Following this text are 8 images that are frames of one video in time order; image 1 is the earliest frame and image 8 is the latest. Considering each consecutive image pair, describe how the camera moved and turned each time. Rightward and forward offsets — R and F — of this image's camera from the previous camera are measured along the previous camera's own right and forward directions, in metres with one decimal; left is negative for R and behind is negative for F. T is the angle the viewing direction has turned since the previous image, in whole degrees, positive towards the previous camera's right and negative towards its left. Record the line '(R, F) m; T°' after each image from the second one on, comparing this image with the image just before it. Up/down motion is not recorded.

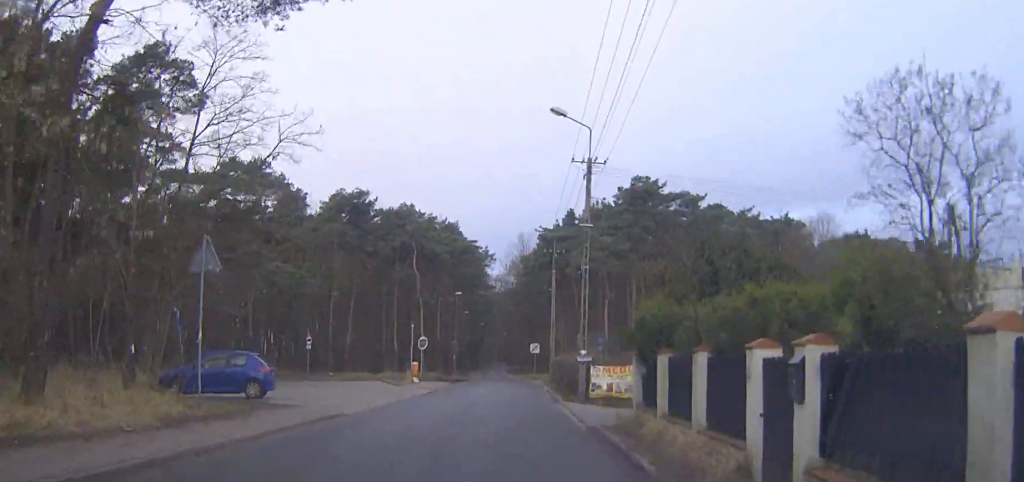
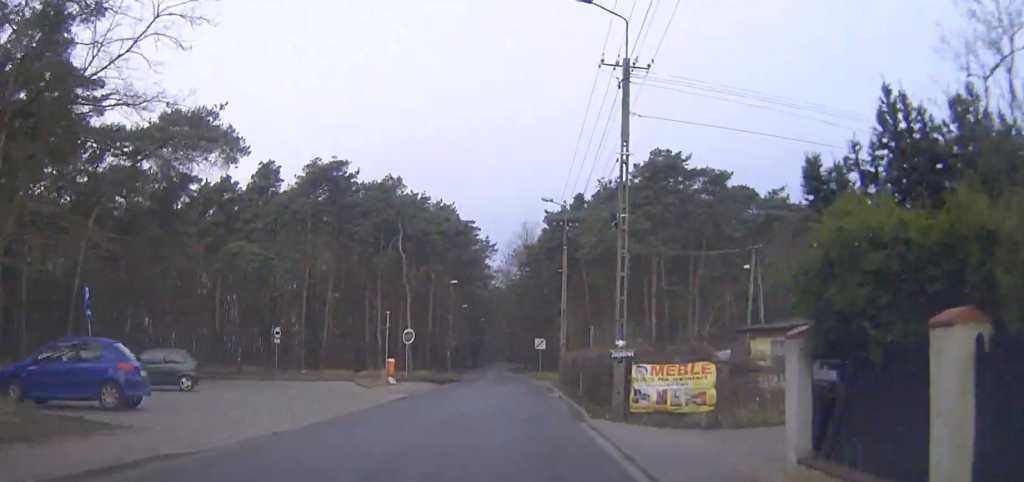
(0.0, +8.3) m; 0°
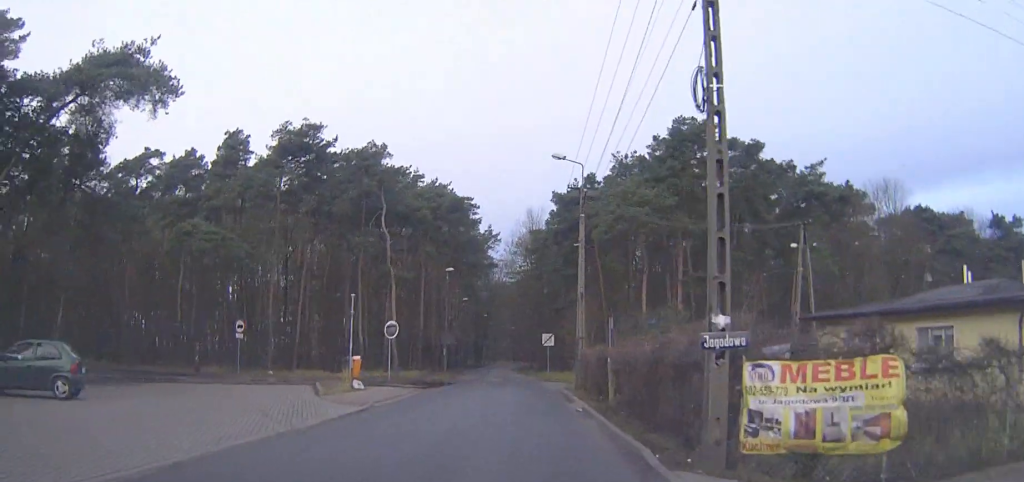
(-0.1, +7.9) m; -1°
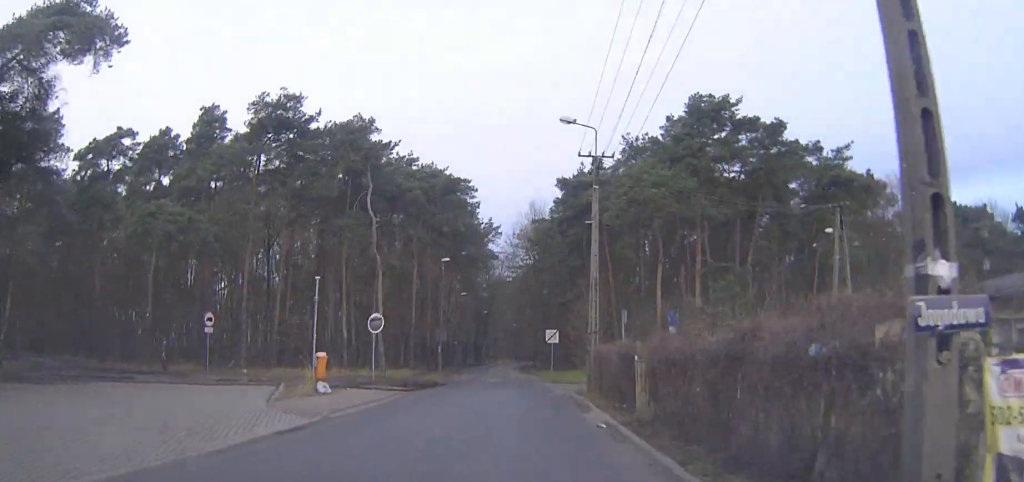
(0.0, +4.8) m; 0°
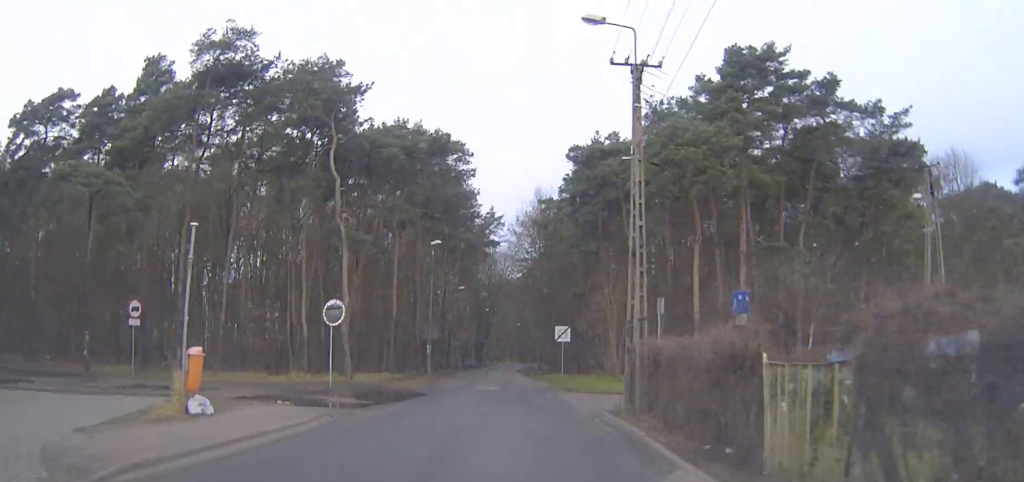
(+0.1, +8.8) m; 0°
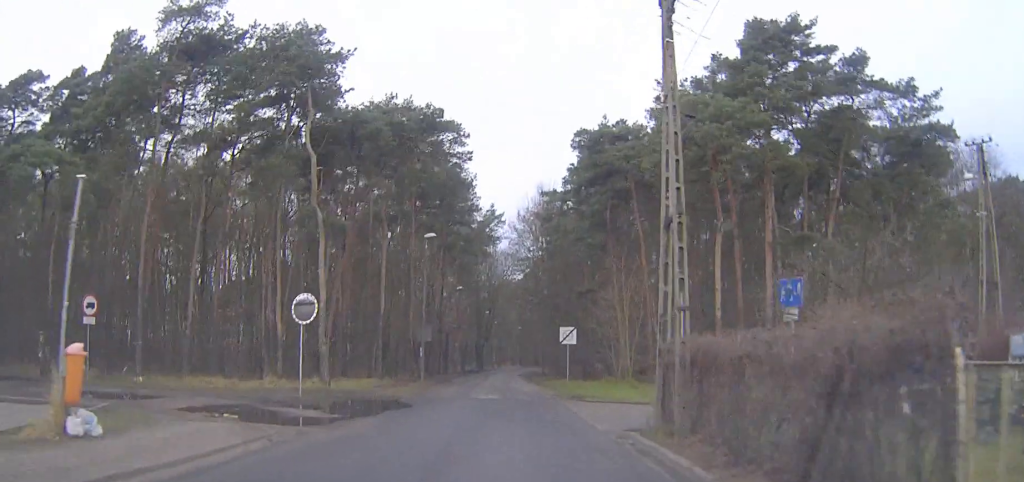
(0.0, +3.9) m; 0°
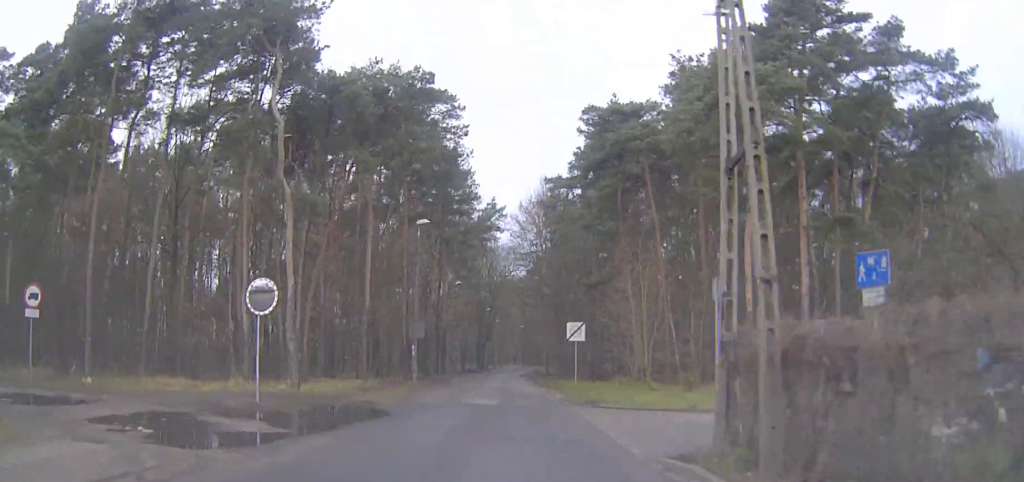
(0.0, +4.2) m; 0°
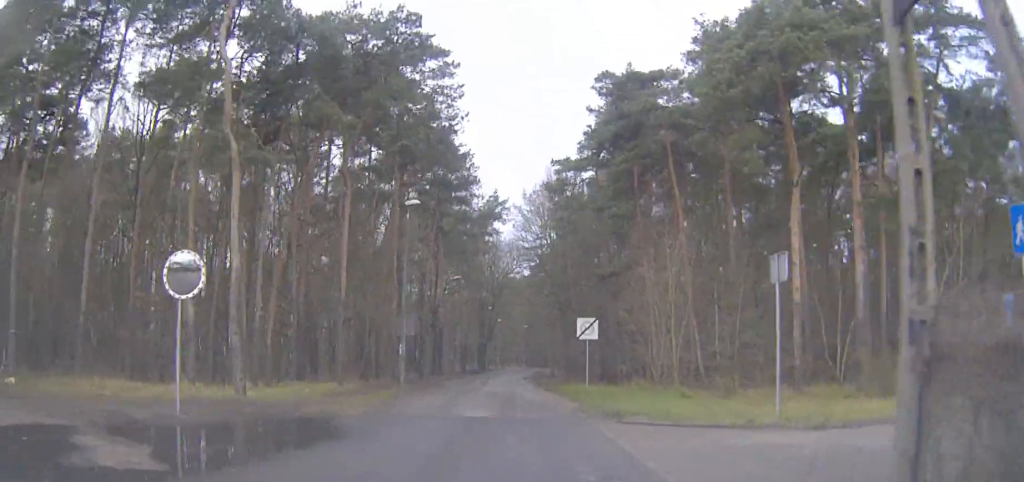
(0.0, +4.9) m; 0°
